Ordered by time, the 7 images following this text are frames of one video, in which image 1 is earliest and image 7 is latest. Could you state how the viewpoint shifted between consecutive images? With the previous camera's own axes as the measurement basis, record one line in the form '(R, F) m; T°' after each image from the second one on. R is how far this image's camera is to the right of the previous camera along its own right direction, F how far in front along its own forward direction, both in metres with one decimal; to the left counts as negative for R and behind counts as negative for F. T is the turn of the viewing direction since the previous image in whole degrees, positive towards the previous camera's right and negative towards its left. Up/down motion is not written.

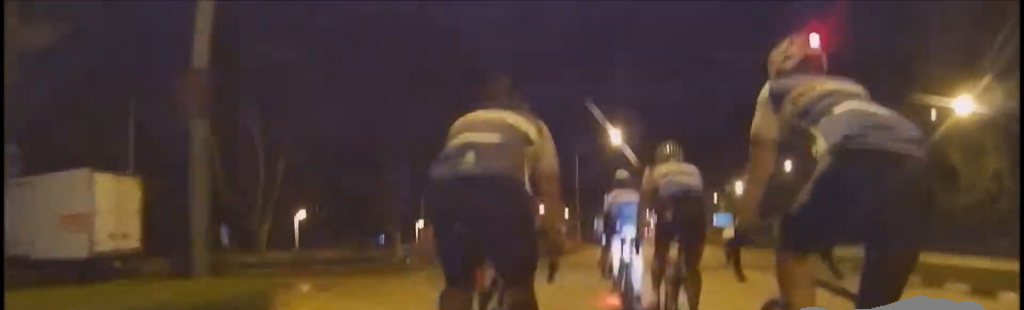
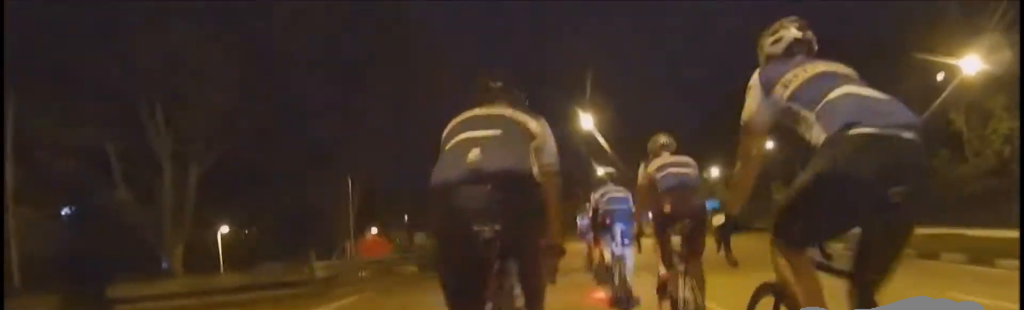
(+0.4, +4.5) m; 0°
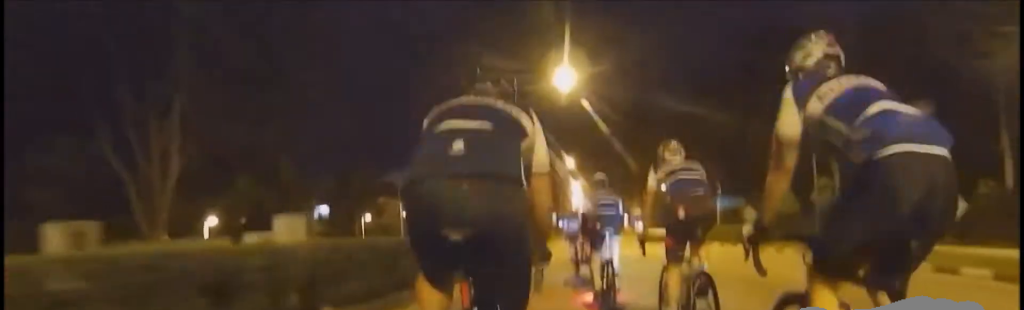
(-0.5, +13.8) m; 0°
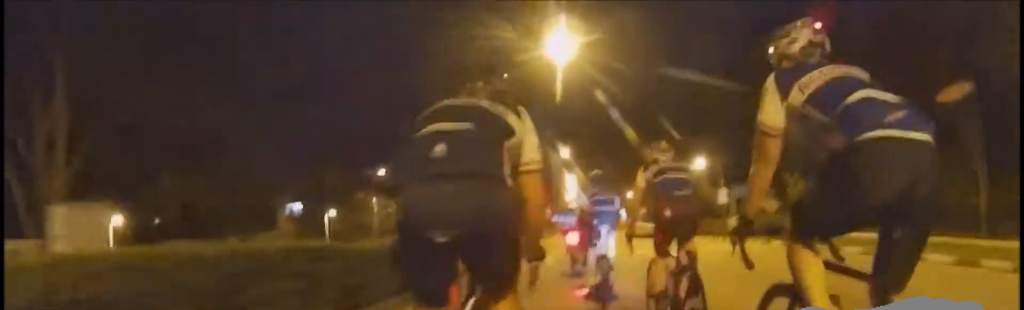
(+0.4, +4.9) m; 0°
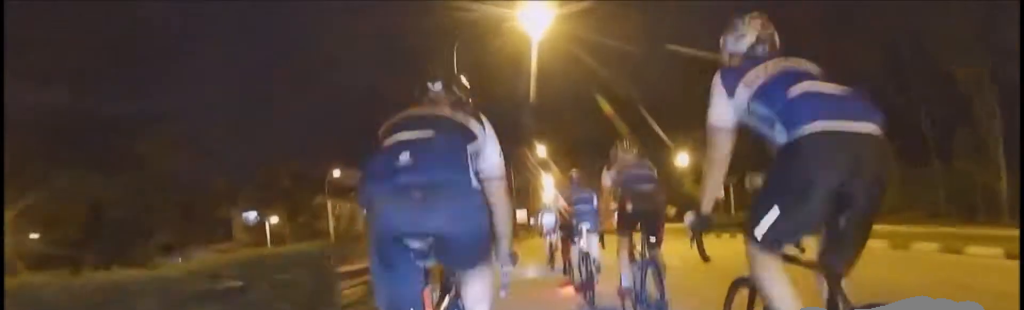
(+0.2, +4.3) m; 0°
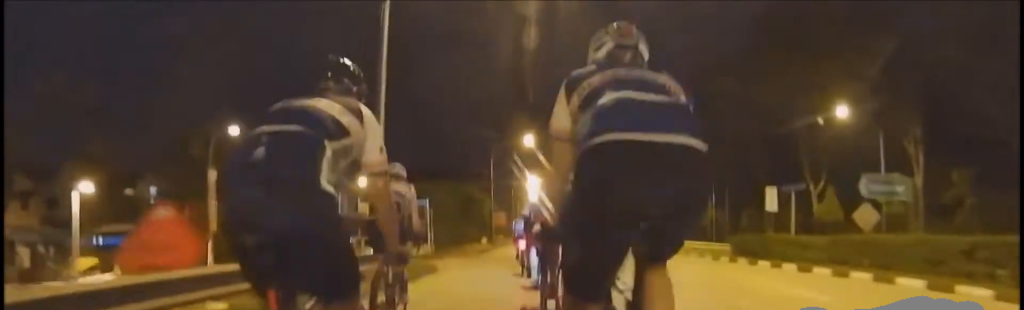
(-0.6, +10.7) m; +1°
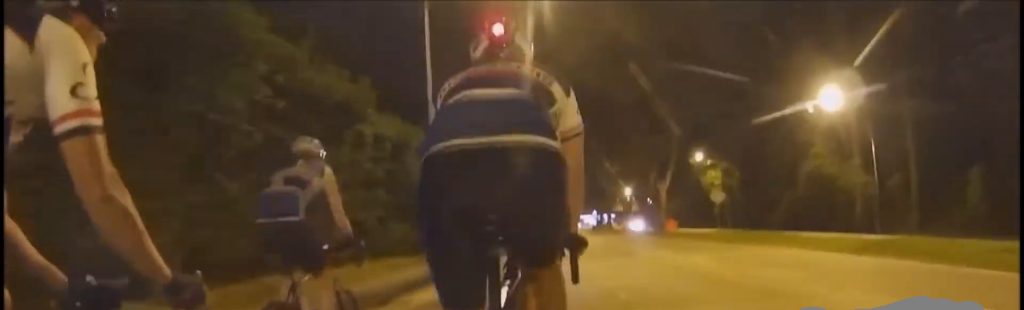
(+3.0, +35.1) m; +5°
